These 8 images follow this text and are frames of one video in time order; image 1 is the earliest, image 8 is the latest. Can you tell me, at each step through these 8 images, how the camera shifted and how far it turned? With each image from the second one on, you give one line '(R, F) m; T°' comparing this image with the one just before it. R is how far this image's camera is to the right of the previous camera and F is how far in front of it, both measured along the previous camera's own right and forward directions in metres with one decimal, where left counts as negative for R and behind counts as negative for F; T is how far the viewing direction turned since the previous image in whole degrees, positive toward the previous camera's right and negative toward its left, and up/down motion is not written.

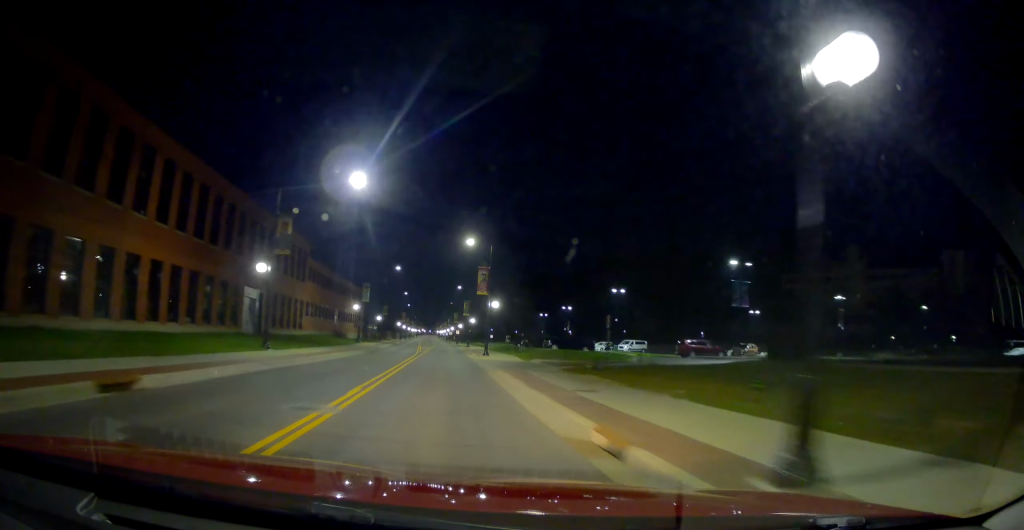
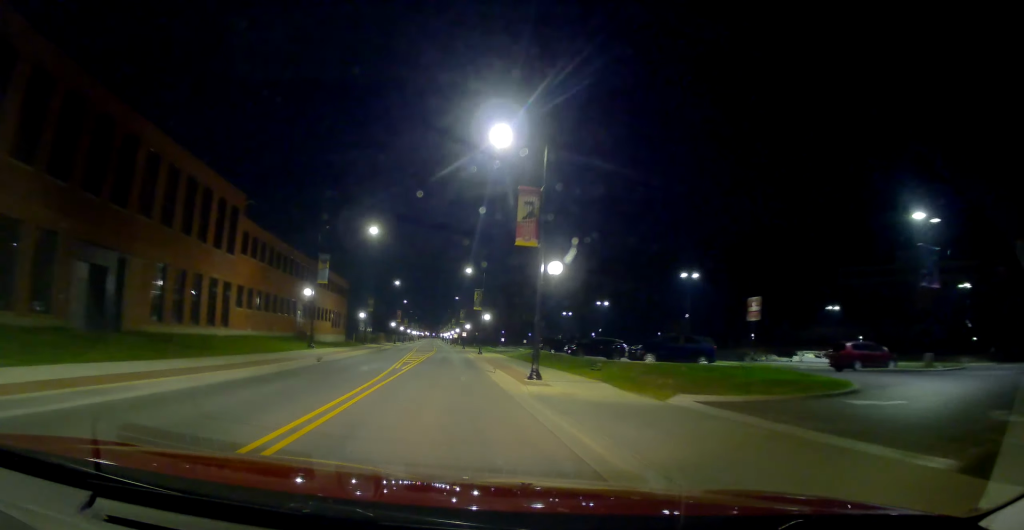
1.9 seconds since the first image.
(0.0, +23.4) m; +3°
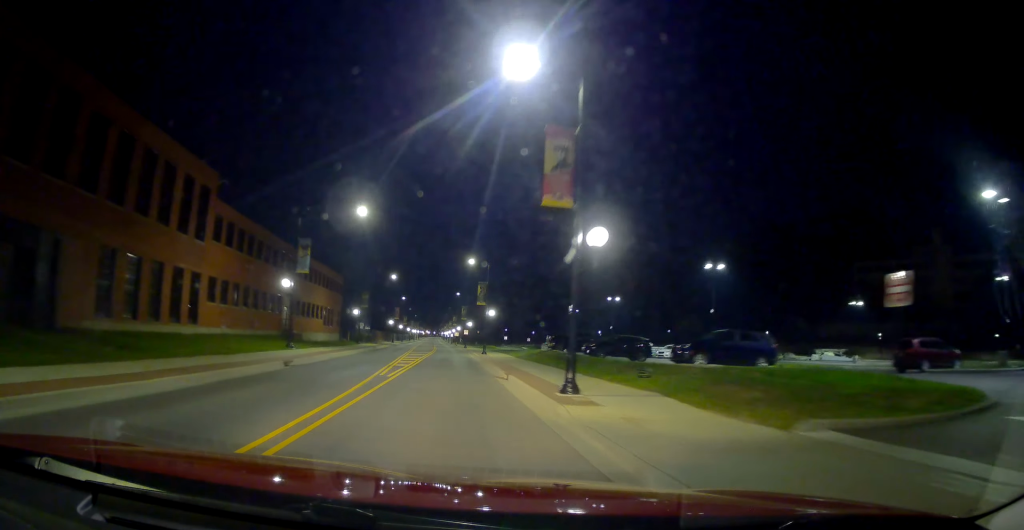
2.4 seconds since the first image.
(+0.1, +5.7) m; +1°
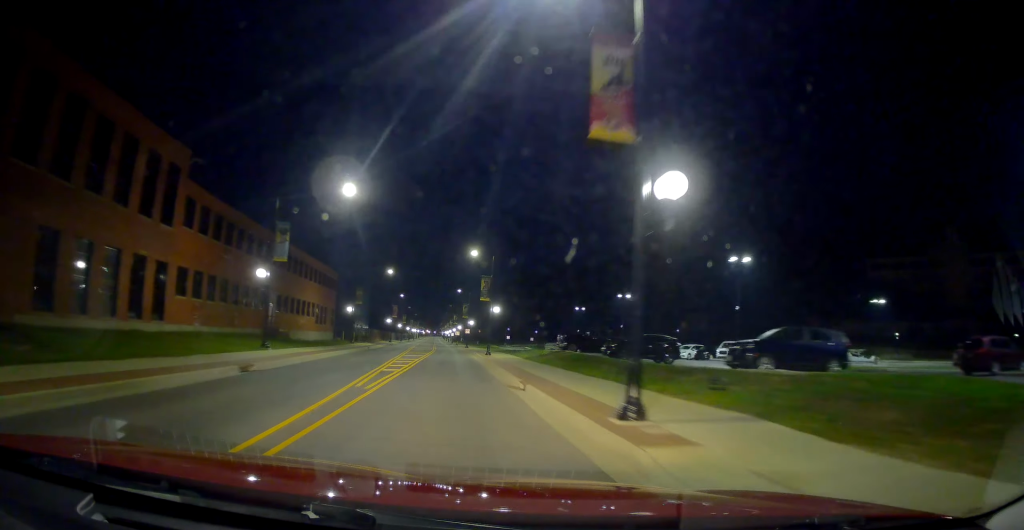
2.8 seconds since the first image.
(0.0, +4.8) m; 0°
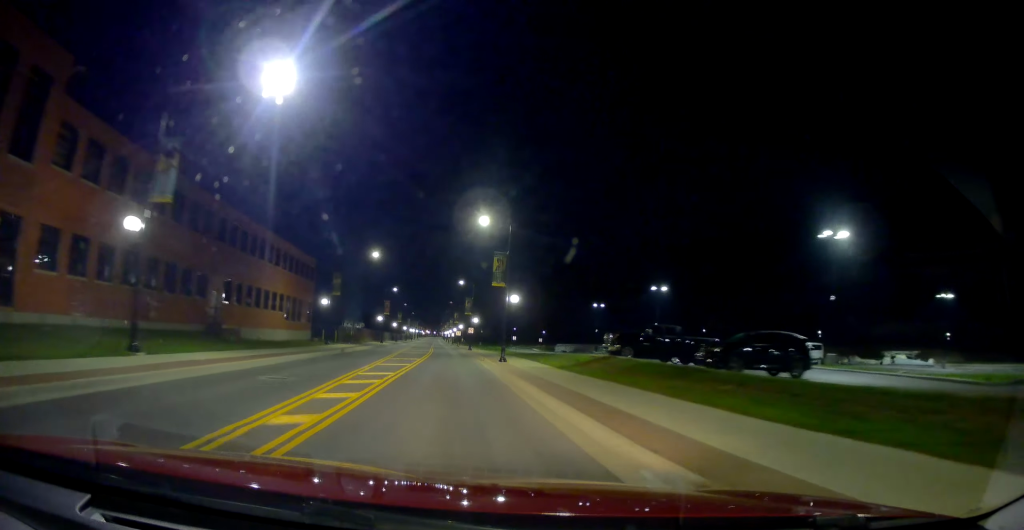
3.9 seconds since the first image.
(0.0, +13.5) m; 0°
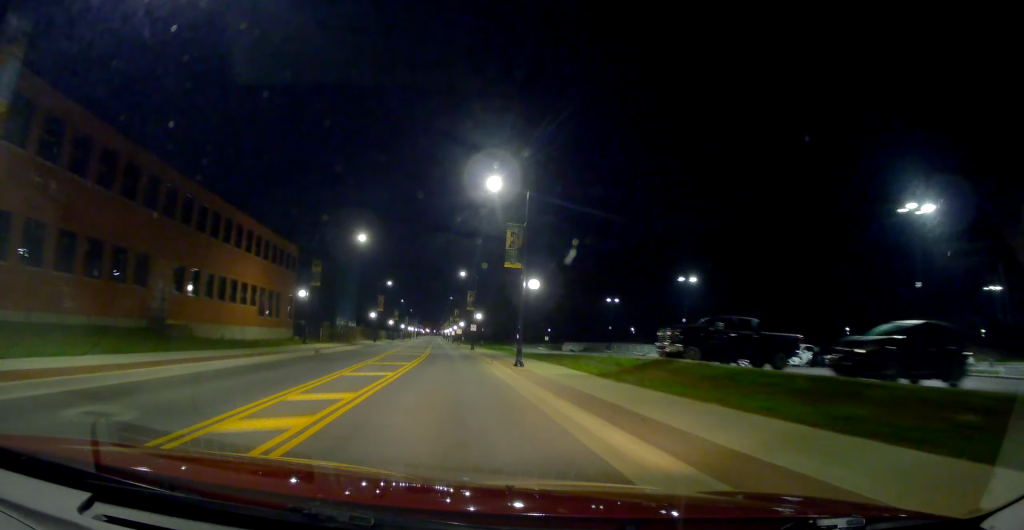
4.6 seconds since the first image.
(0.0, +8.2) m; -1°
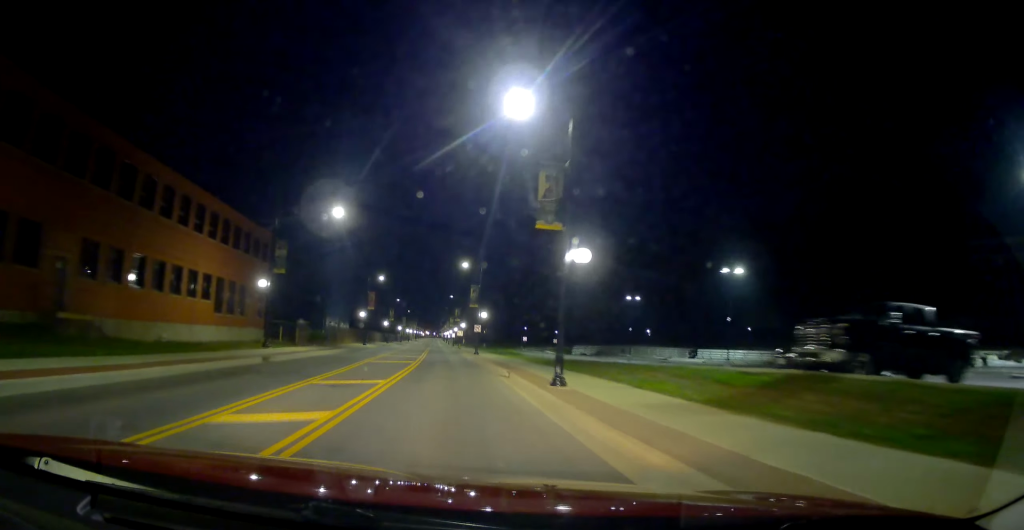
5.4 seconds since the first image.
(-0.1, +9.9) m; -2°
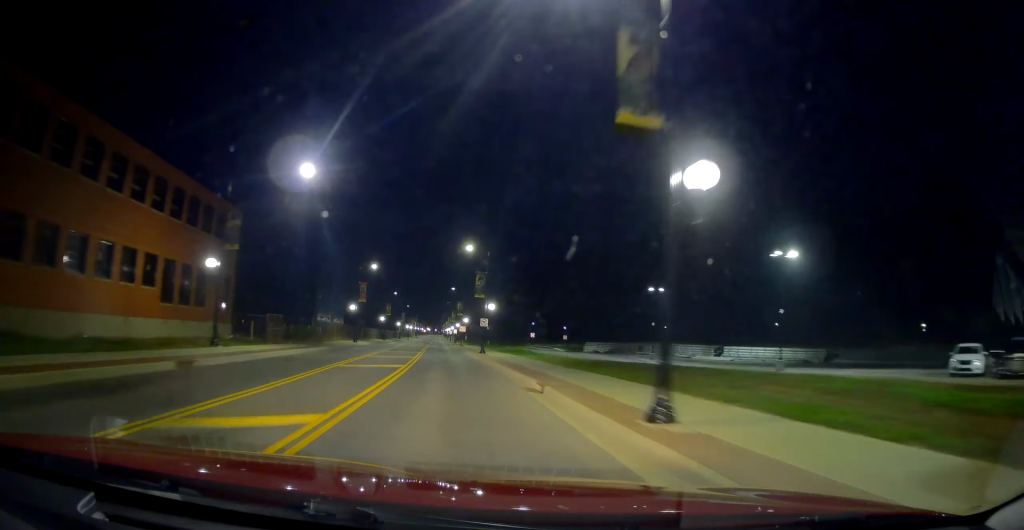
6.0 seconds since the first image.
(-0.4, +8.2) m; 0°
